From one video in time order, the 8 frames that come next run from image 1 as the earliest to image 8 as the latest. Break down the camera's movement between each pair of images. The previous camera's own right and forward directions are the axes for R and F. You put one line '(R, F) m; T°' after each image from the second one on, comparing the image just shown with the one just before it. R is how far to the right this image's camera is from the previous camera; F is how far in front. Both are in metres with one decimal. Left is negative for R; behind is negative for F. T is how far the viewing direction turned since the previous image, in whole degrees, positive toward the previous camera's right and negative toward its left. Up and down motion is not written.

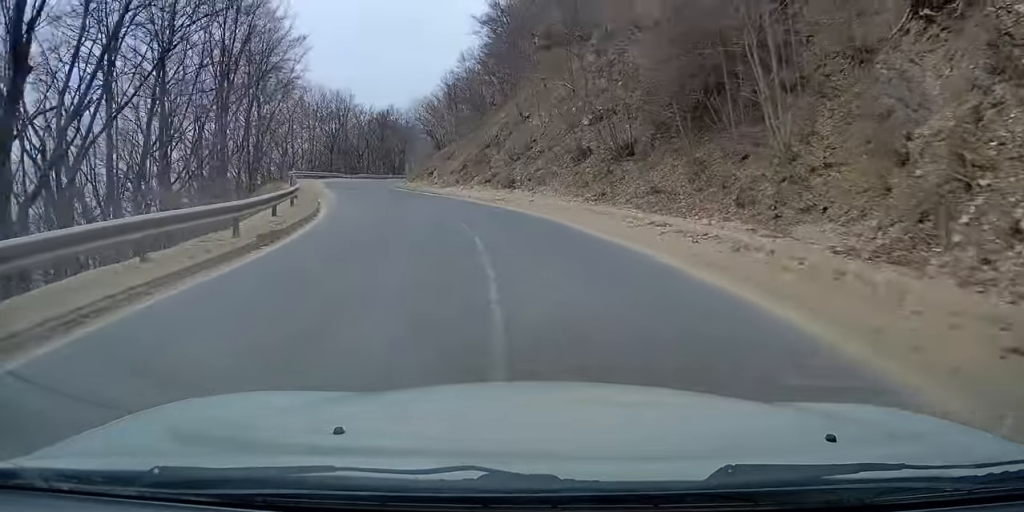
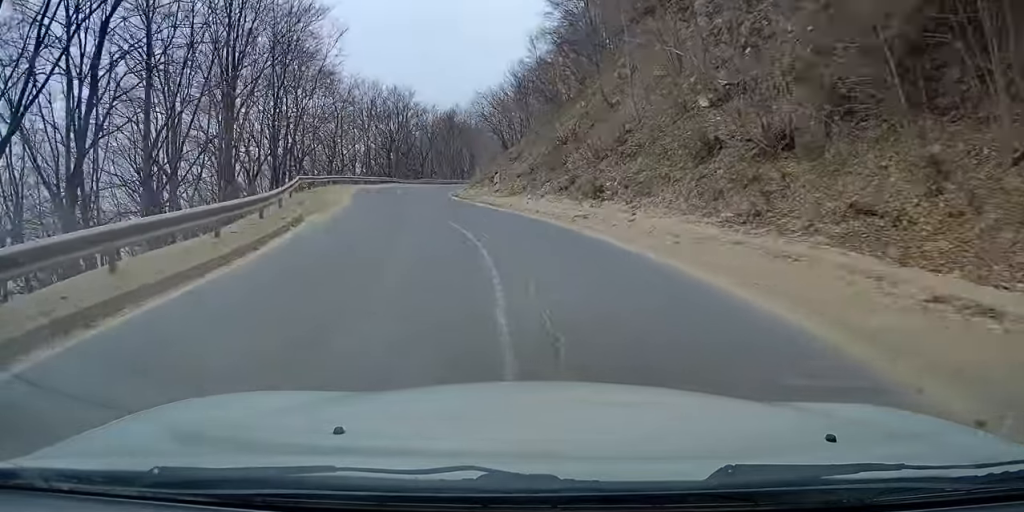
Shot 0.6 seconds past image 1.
(-1.0, +9.4) m; -5°
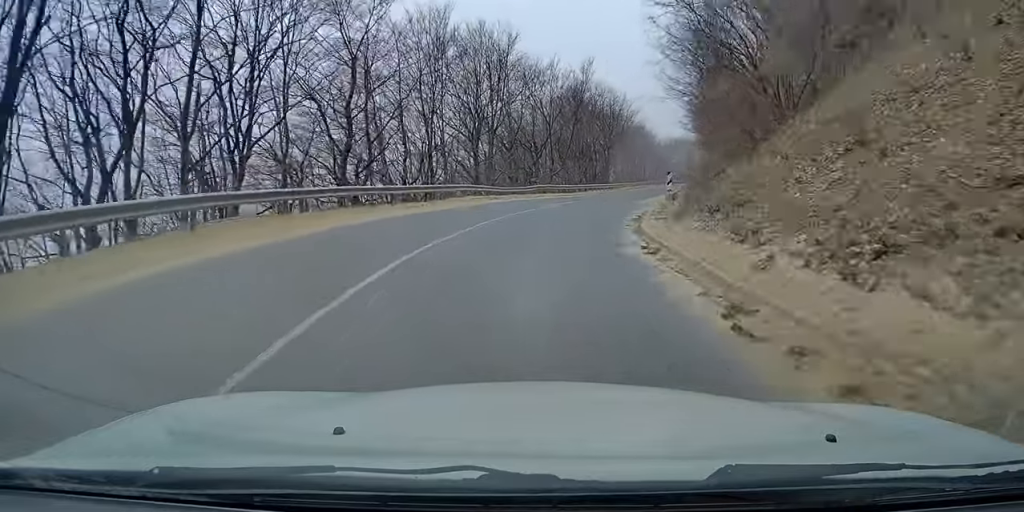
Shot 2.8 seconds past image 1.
(-4.0, +36.0) m; -7°
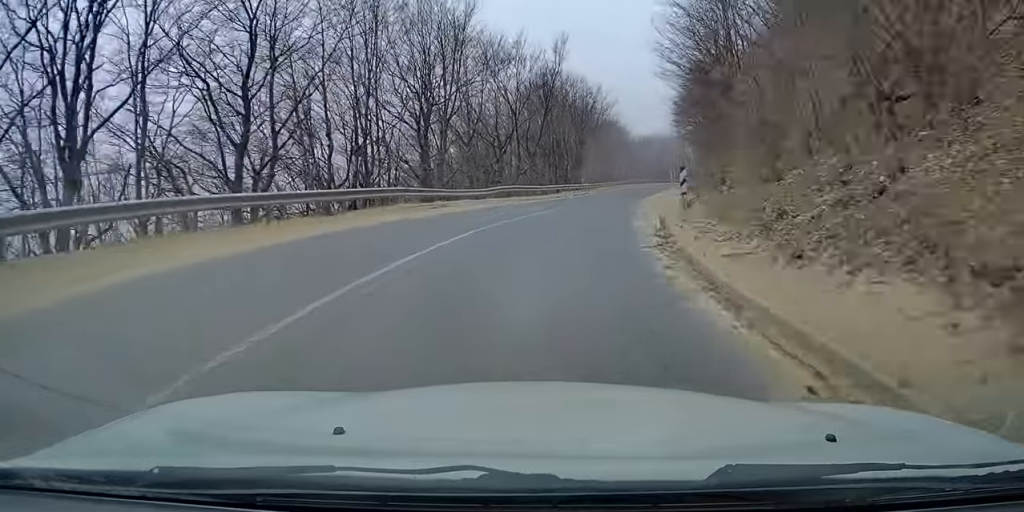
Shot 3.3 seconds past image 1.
(+0.1, +9.2) m; +2°
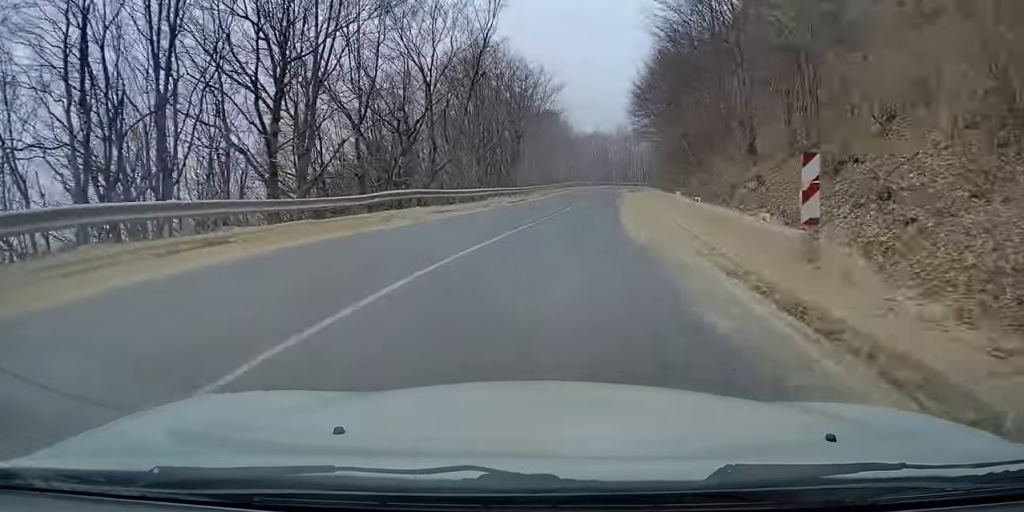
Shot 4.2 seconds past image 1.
(+0.4, +14.7) m; +4°
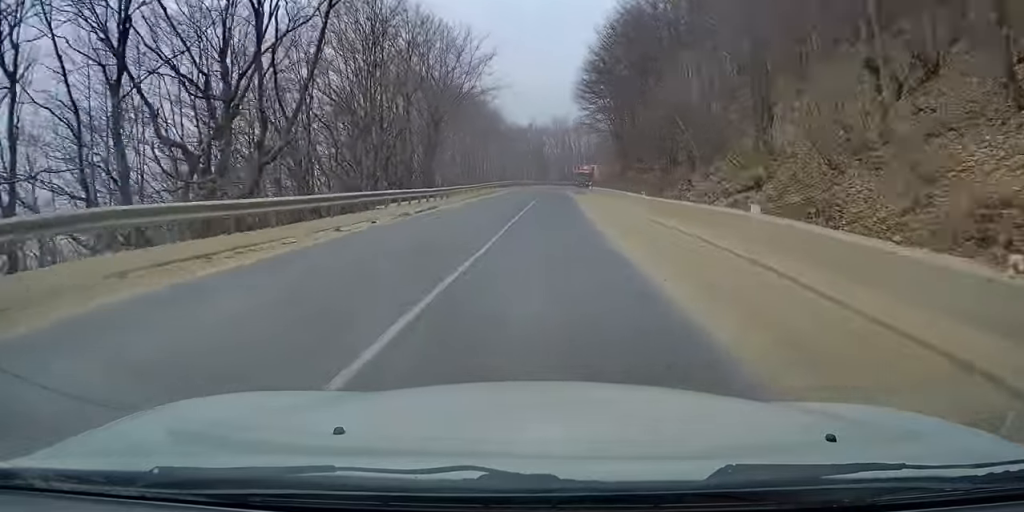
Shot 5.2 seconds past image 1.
(+0.7, +15.2) m; +5°
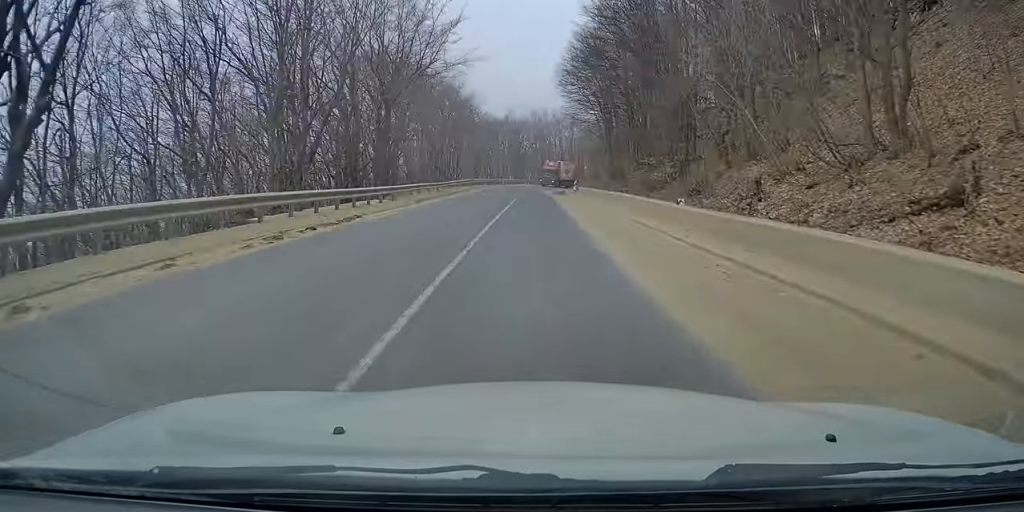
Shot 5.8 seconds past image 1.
(+0.4, +9.4) m; +2°
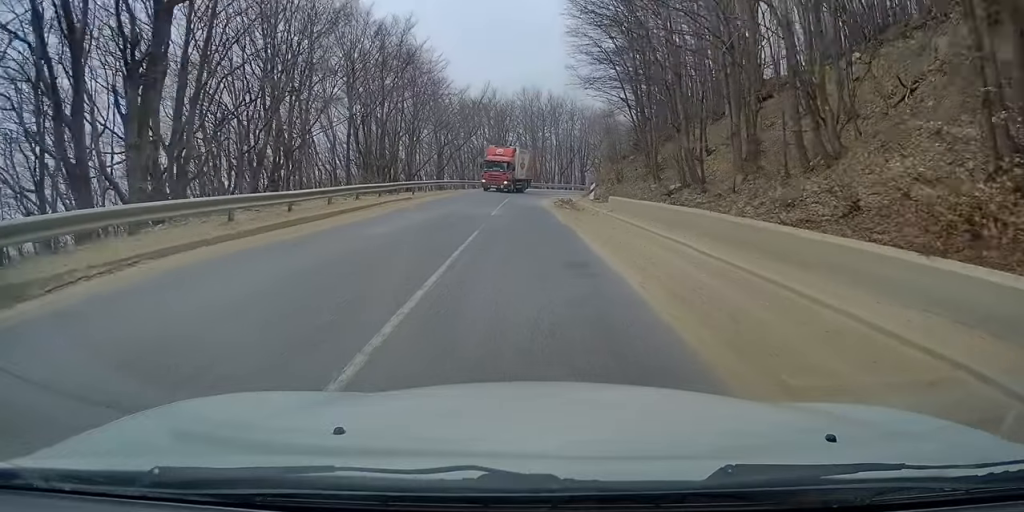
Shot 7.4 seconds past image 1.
(+0.5, +24.3) m; +2°
